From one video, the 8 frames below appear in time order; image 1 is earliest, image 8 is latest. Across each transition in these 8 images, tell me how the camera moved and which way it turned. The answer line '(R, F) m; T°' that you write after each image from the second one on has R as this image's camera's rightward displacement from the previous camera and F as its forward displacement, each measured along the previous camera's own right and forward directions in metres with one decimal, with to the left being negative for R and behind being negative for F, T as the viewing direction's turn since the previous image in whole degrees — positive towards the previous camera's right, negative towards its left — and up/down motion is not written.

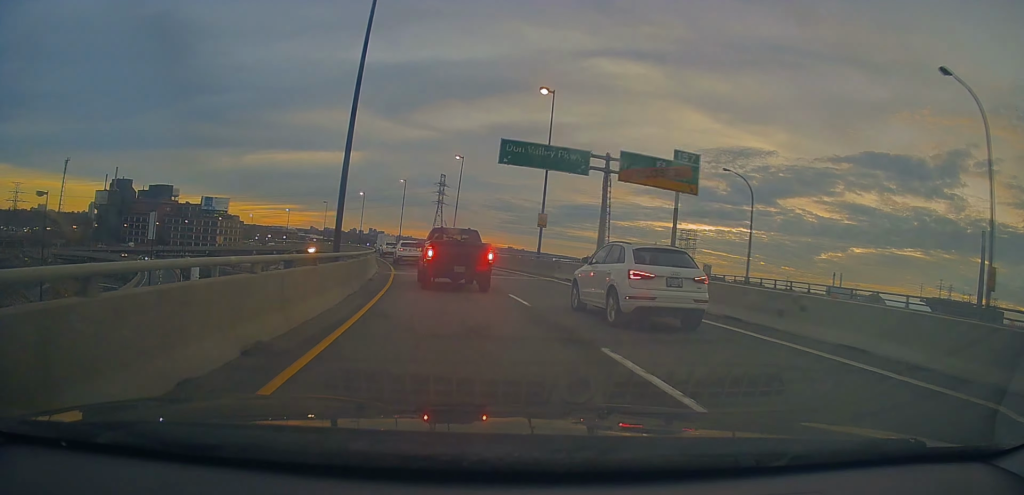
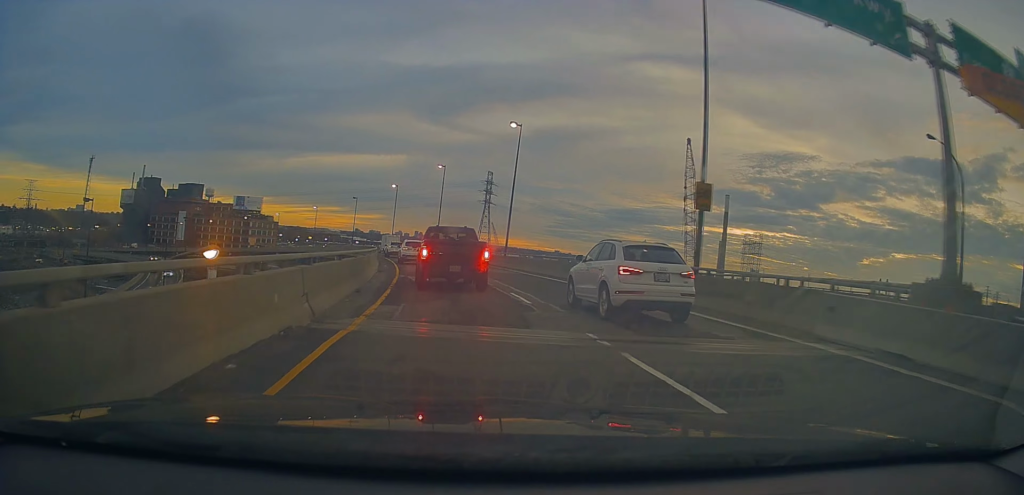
(-0.8, +19.3) m; -4°
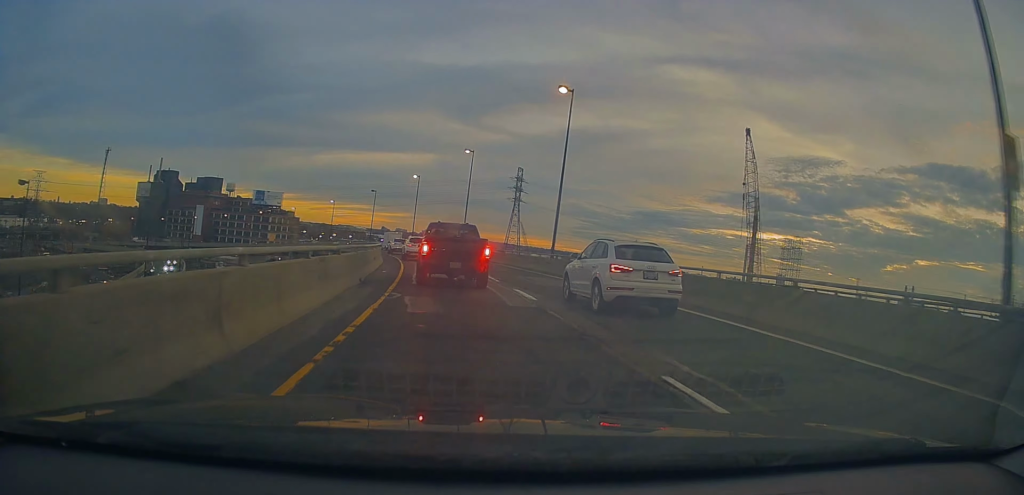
(-0.1, +11.3) m; -2°
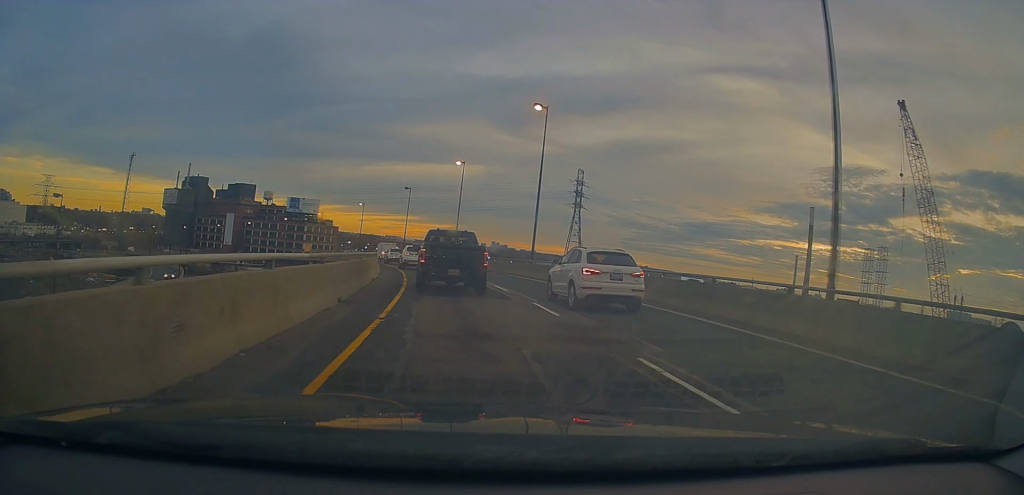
(-1.1, +24.6) m; -5°
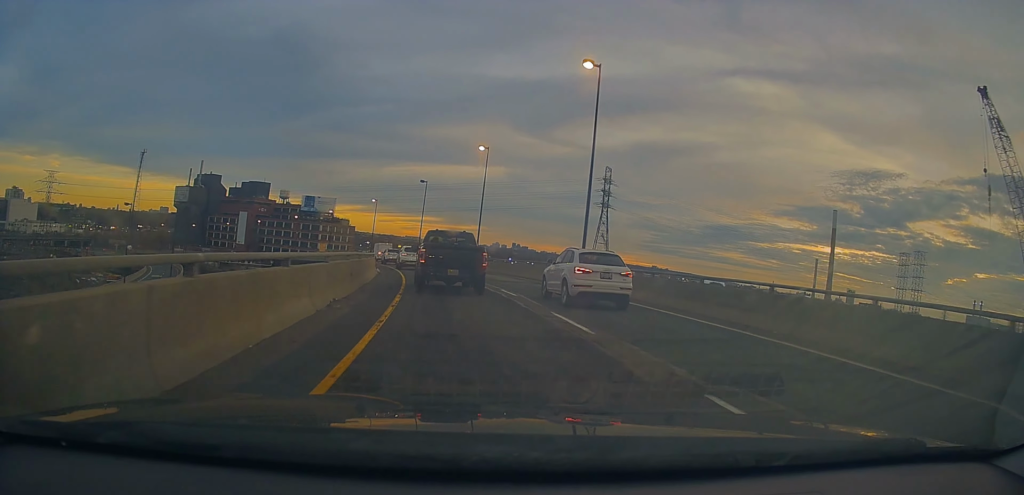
(-0.2, +10.2) m; -2°
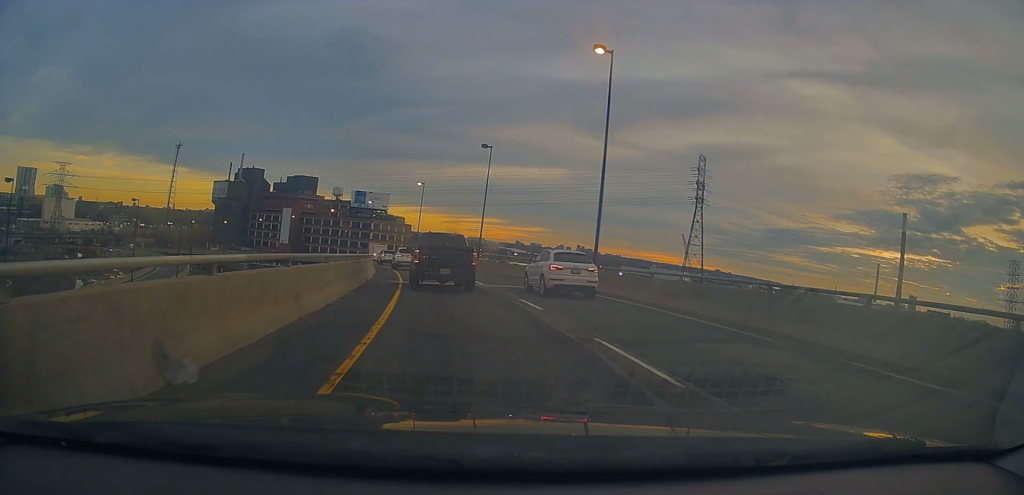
(-1.4, +28.5) m; -6°
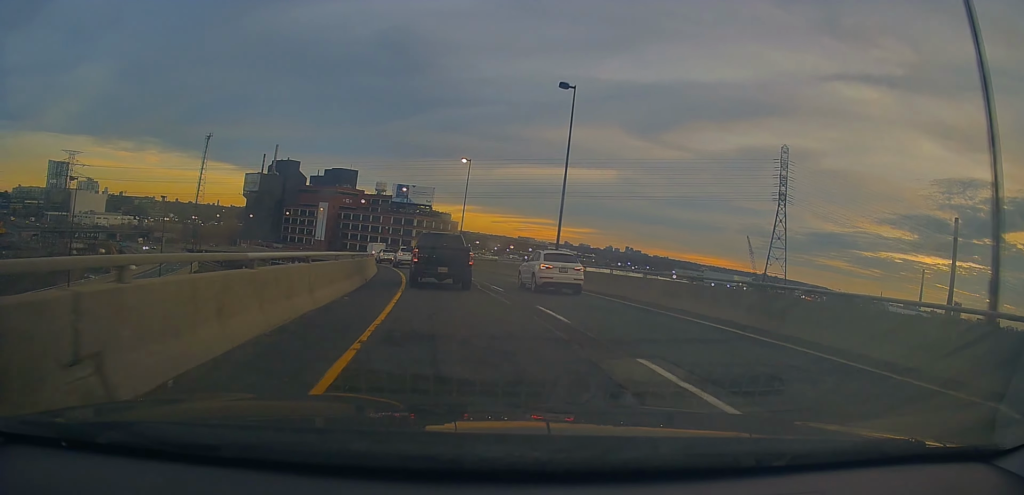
(-0.8, +20.2) m; -5°
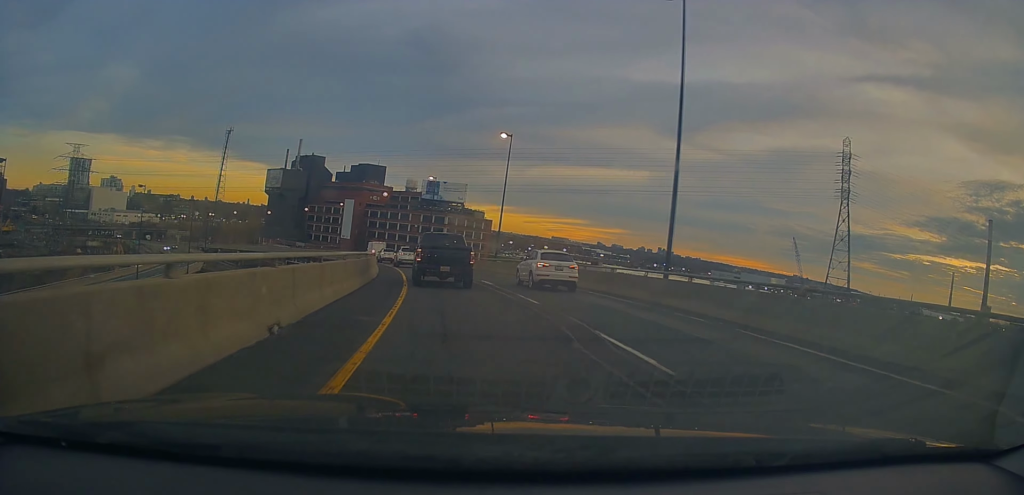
(-0.5, +13.7) m; -3°
